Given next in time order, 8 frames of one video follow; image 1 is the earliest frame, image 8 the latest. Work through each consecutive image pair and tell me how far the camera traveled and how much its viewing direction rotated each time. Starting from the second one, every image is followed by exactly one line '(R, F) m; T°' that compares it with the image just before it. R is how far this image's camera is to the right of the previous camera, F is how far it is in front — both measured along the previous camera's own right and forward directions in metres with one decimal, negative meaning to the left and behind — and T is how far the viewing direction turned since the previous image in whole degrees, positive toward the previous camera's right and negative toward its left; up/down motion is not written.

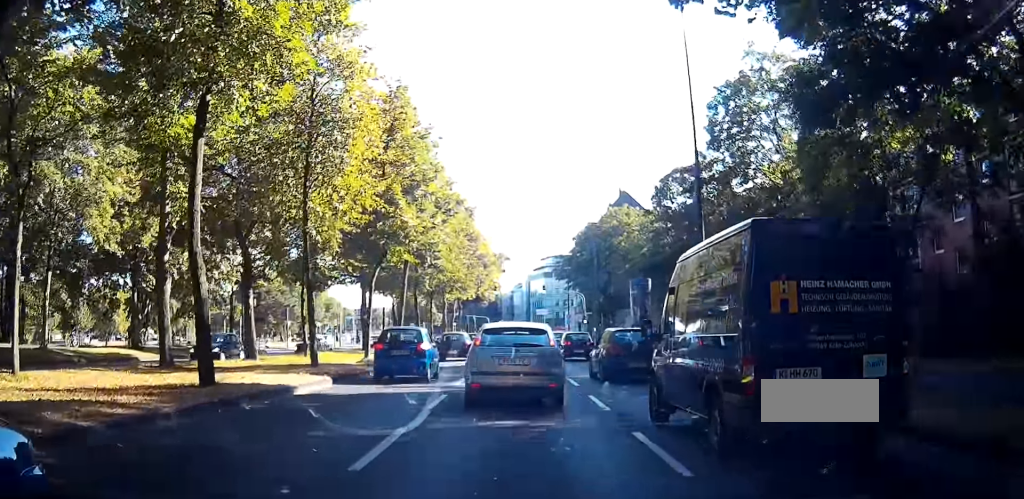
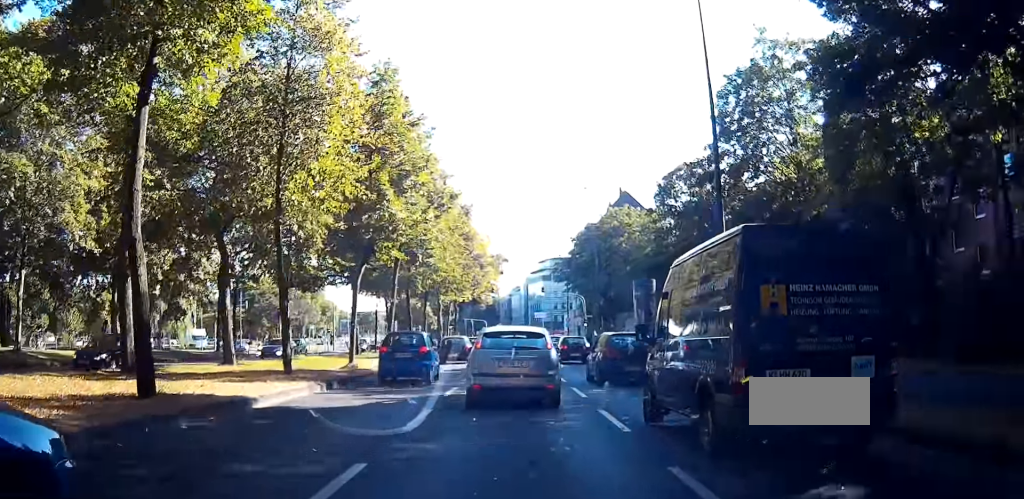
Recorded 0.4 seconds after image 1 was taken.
(+0.1, +3.4) m; 0°
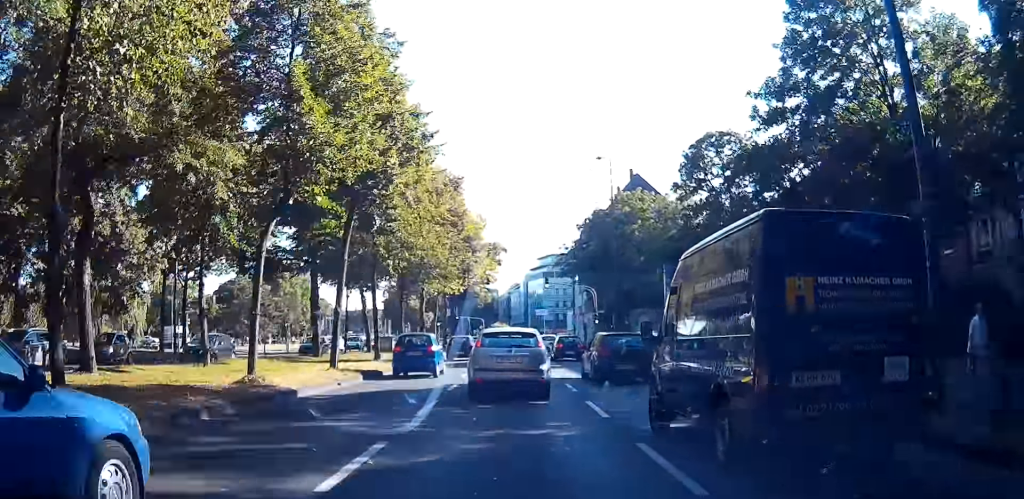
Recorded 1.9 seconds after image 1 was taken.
(-0.6, +14.5) m; -3°
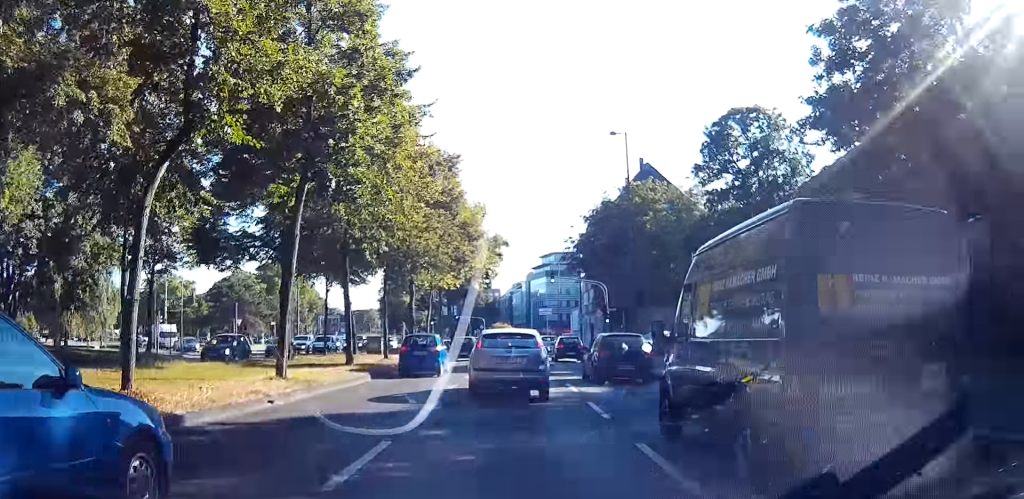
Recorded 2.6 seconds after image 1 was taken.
(-0.1, +7.1) m; 0°
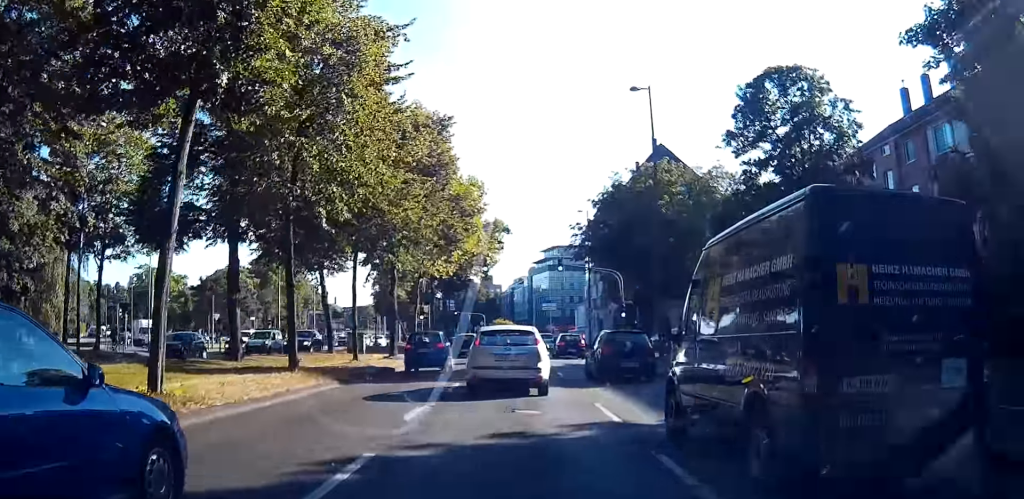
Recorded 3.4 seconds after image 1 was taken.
(+0.2, +7.8) m; +1°
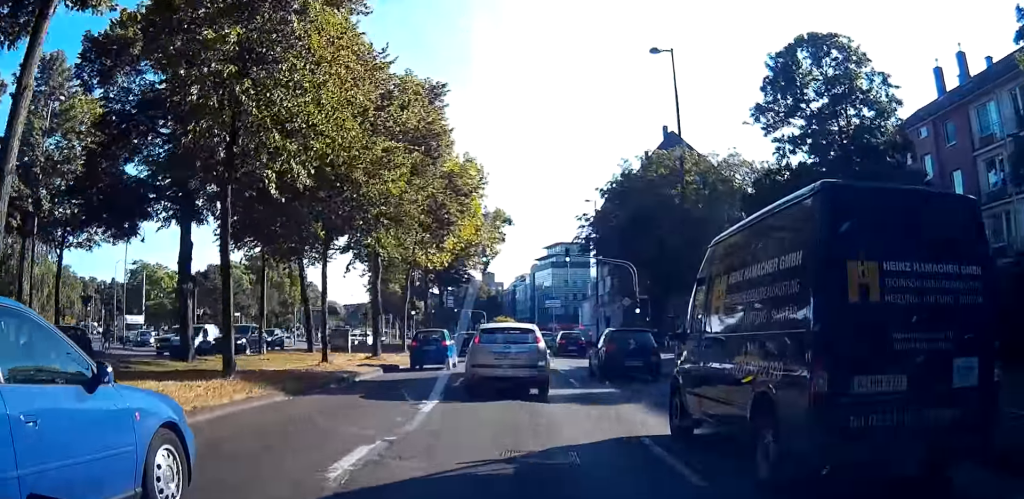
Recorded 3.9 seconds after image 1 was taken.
(-0.1, +5.1) m; 0°
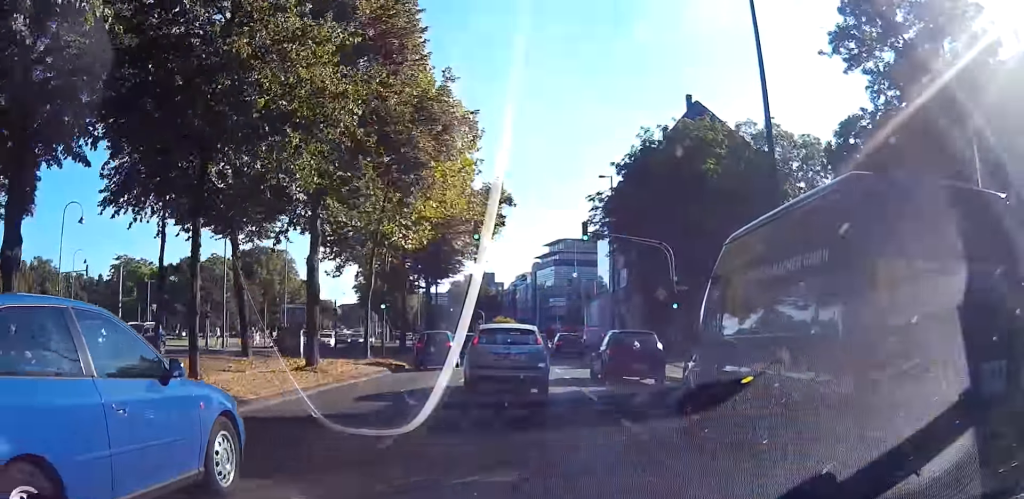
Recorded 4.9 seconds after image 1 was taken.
(-0.1, +10.6) m; 0°
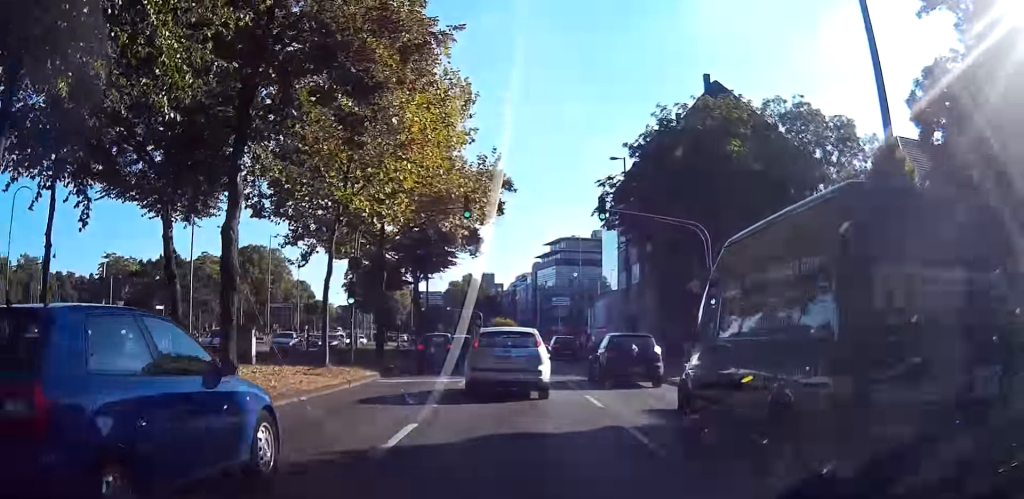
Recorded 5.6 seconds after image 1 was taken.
(0.0, +6.7) m; +1°
